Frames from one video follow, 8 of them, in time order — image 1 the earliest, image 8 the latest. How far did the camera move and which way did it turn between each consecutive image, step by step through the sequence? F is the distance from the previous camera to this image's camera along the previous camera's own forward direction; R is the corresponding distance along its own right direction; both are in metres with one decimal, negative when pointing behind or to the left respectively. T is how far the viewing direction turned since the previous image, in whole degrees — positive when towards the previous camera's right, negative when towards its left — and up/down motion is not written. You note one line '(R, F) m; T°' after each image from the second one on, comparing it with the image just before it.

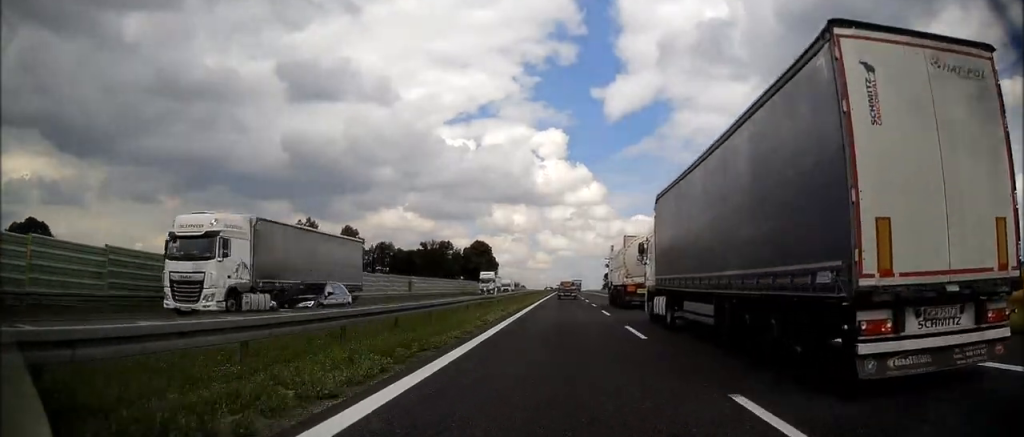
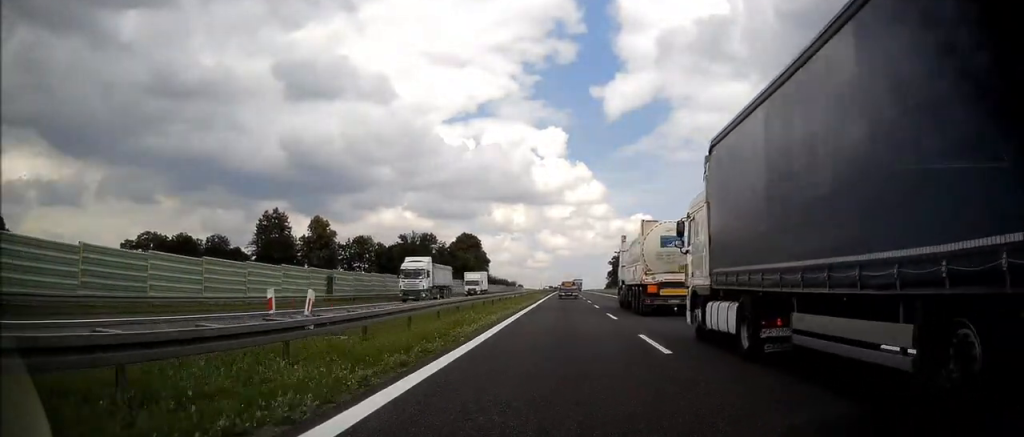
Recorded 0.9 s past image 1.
(0.0, +26.7) m; 0°
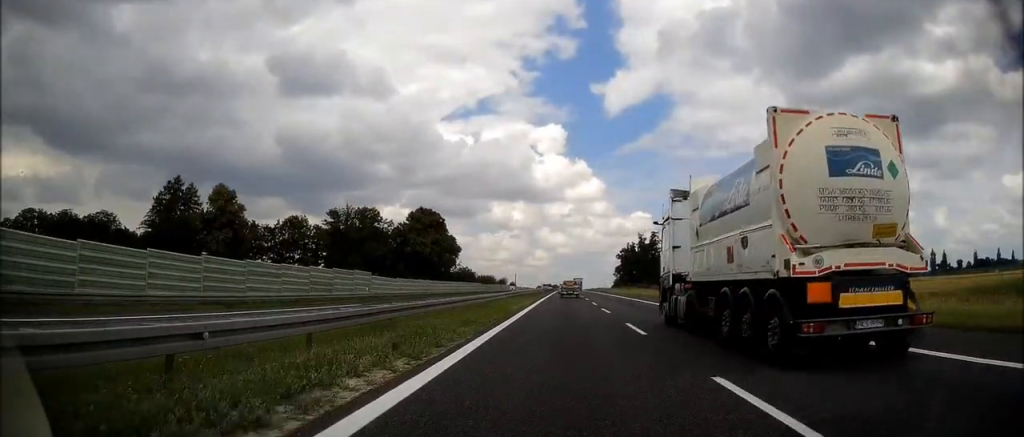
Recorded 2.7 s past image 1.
(+0.2, +55.3) m; 0°
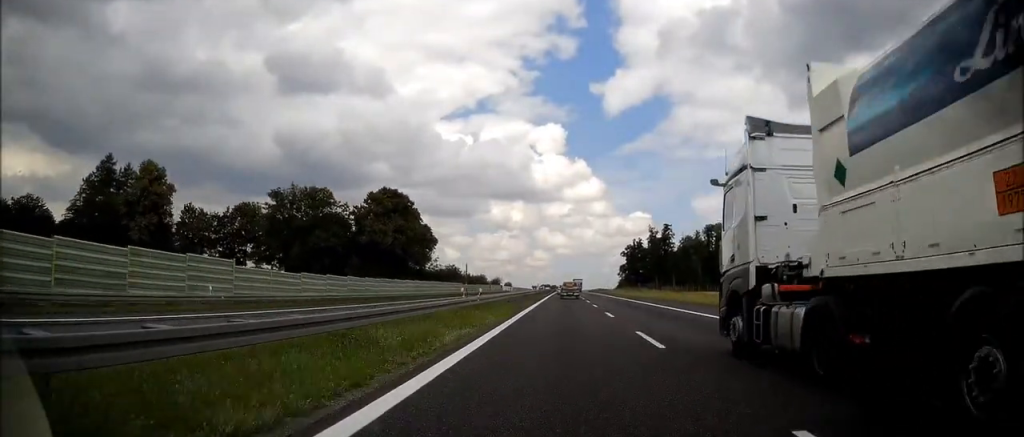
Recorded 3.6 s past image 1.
(-0.1, +26.5) m; 0°
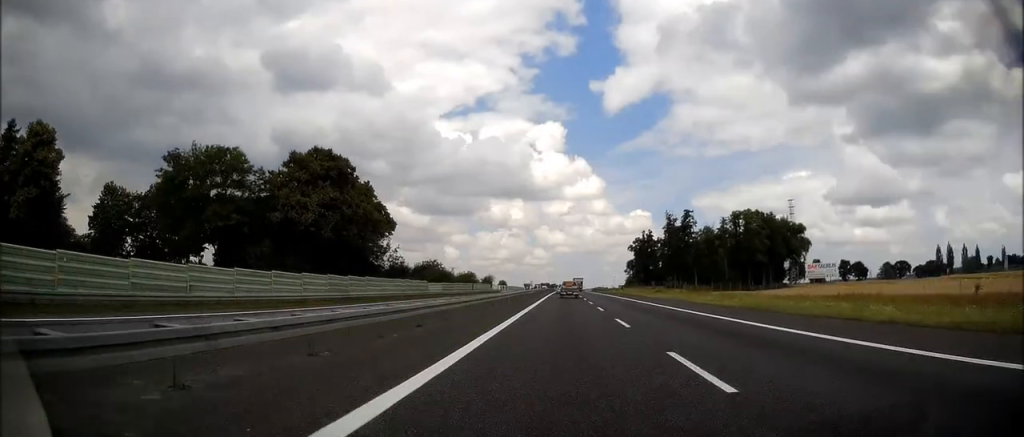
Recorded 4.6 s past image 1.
(-0.1, +29.8) m; 0°
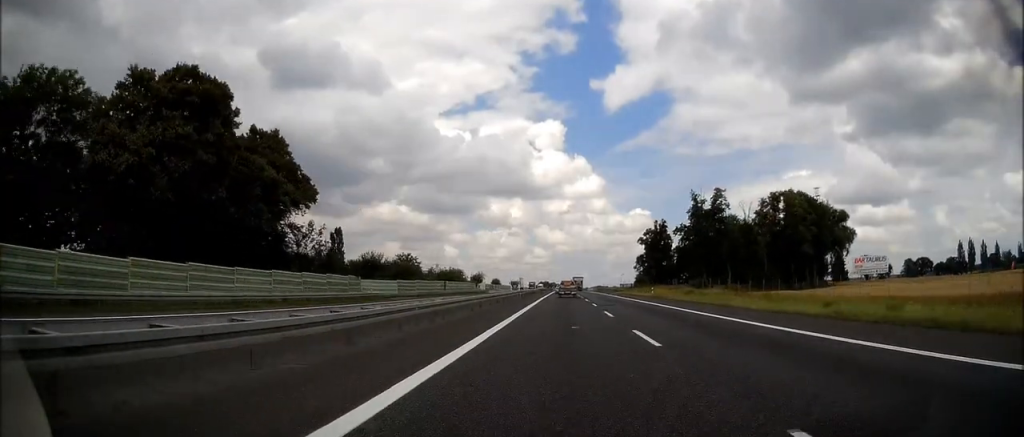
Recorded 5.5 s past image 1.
(+0.1, +30.1) m; 0°
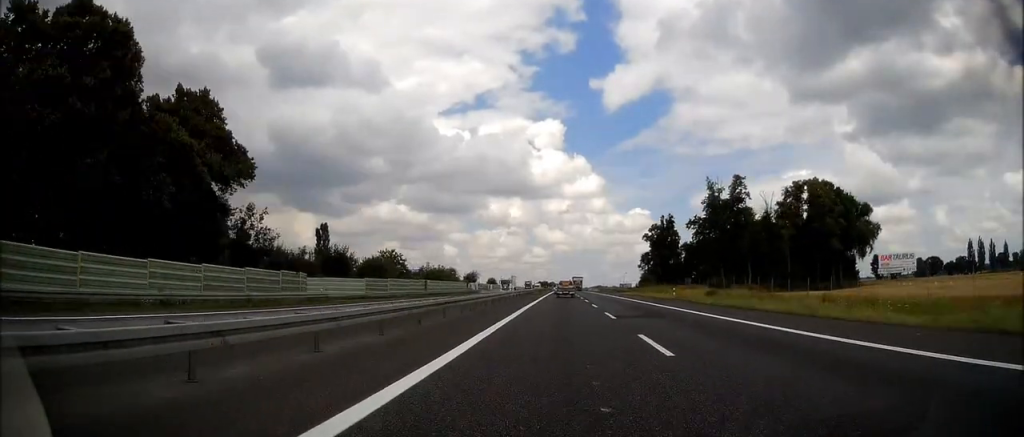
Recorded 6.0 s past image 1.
(+0.1, +13.5) m; 0°
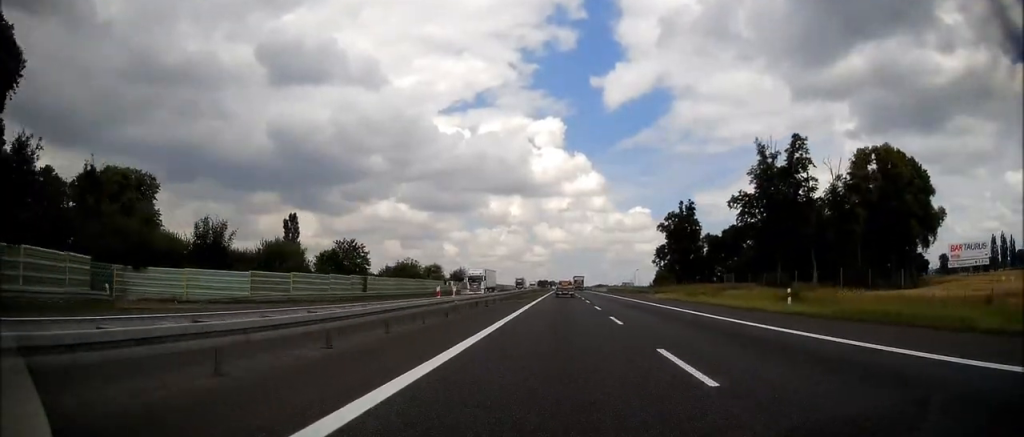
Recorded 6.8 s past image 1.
(0.0, +27.3) m; 0°
